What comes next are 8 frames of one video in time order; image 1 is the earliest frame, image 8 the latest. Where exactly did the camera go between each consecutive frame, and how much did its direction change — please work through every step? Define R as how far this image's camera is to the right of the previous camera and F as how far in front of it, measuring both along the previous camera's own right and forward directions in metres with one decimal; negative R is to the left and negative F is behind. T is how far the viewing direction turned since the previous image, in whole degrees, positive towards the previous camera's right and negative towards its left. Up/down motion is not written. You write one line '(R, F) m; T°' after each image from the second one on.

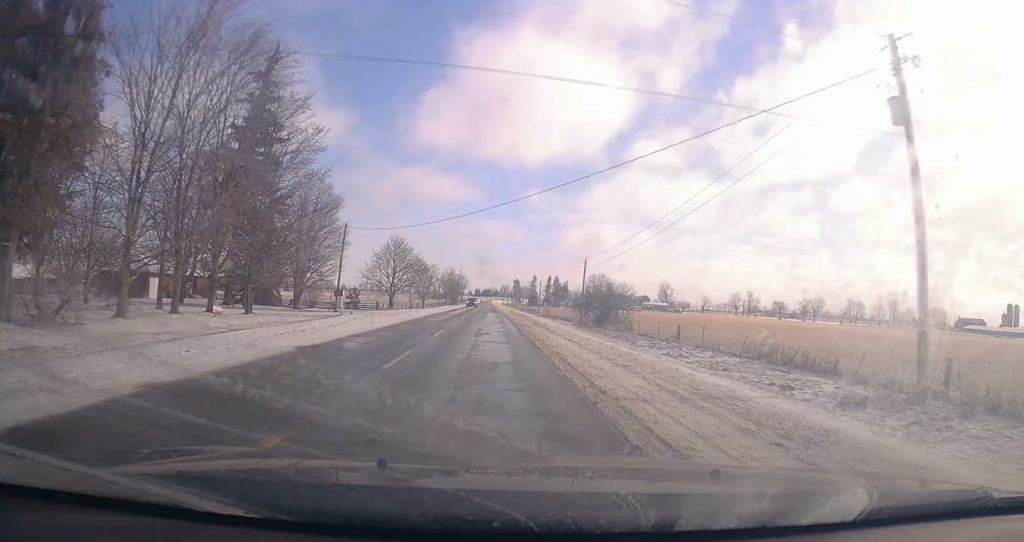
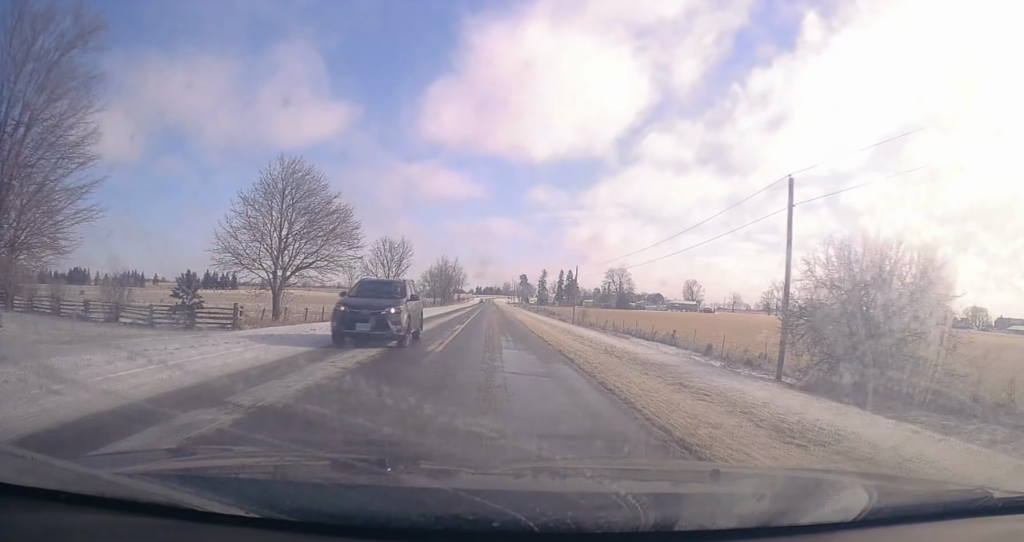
(+0.3, +46.0) m; +1°
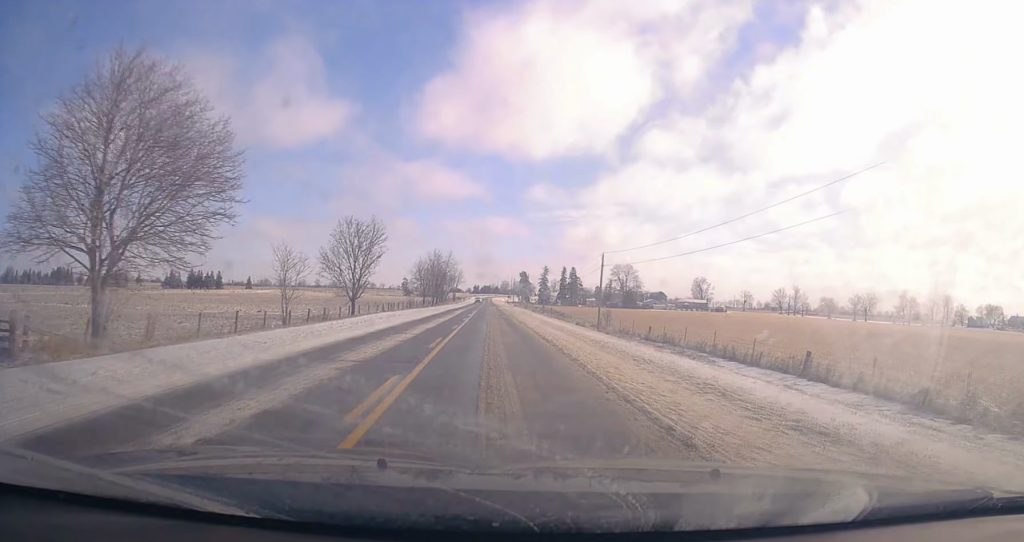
(-0.1, +17.8) m; 0°
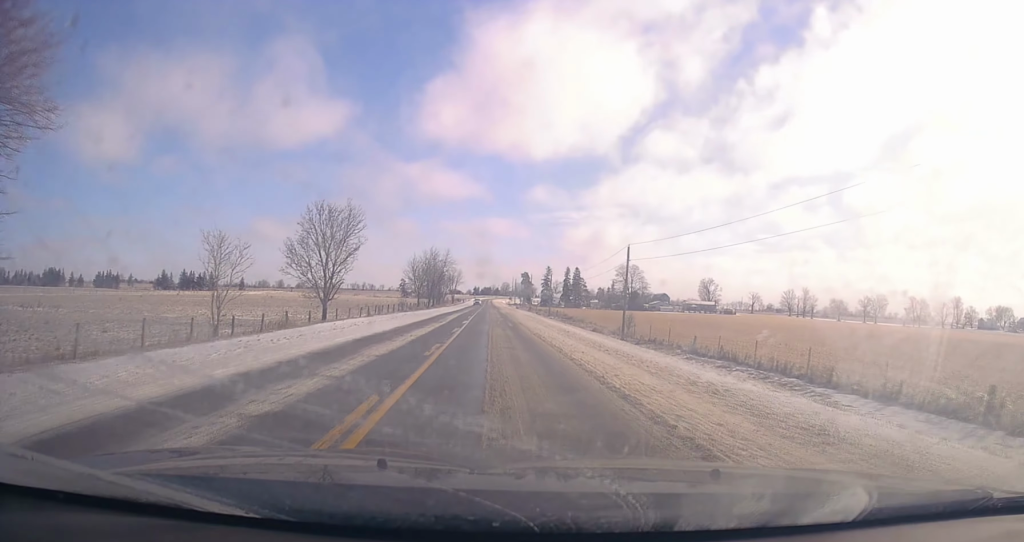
(+0.1, +10.8) m; 0°
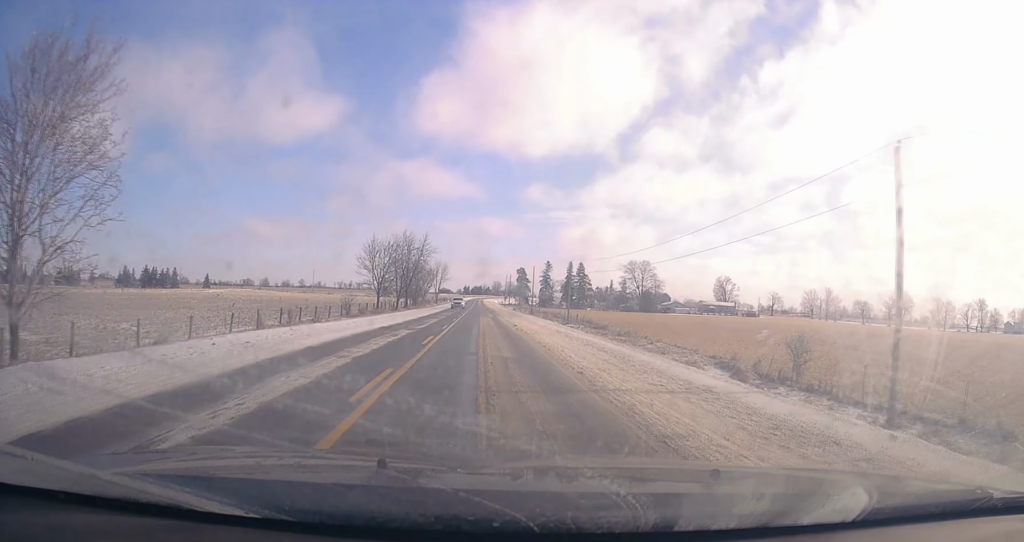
(0.0, +32.8) m; -1°
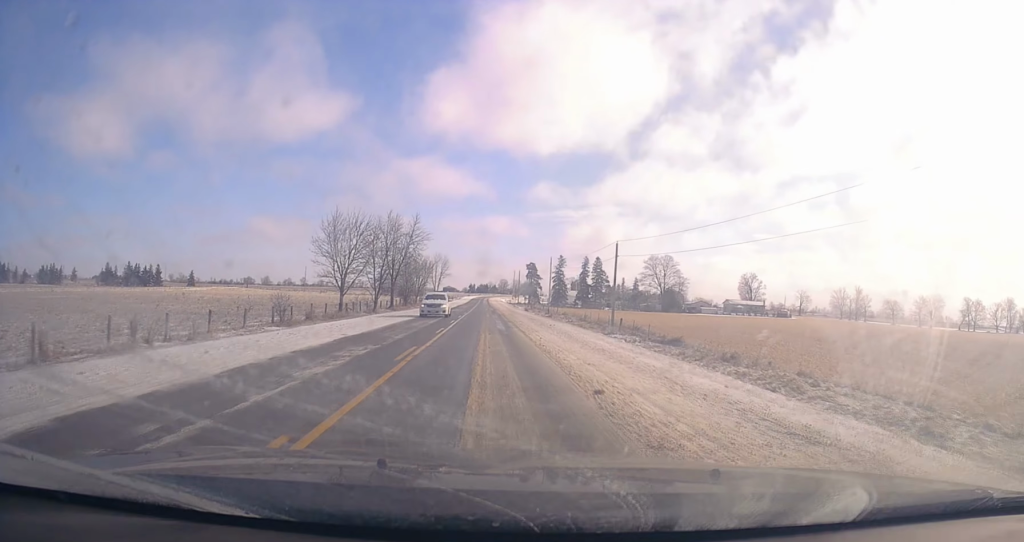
(-0.3, +22.2) m; 0°
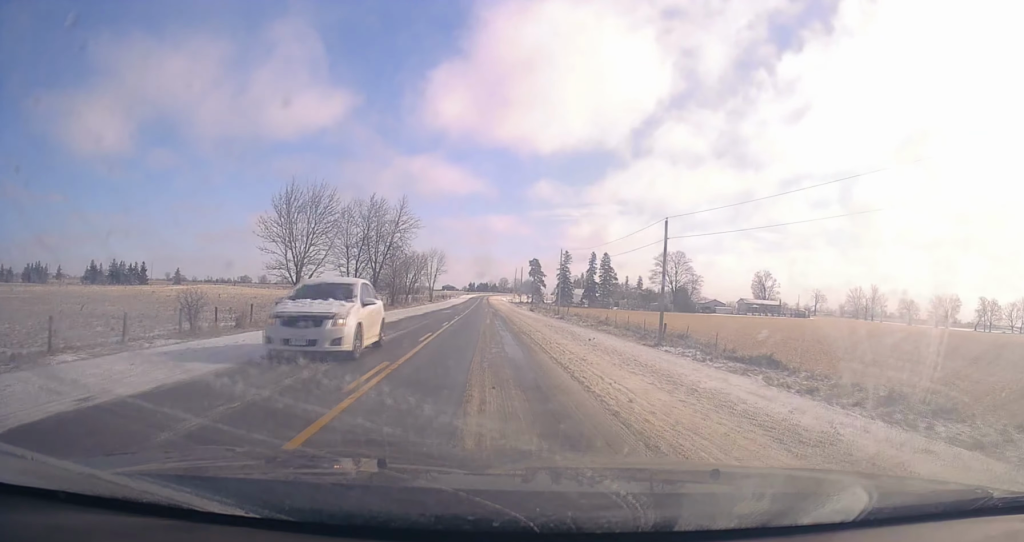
(+0.2, +13.4) m; 0°
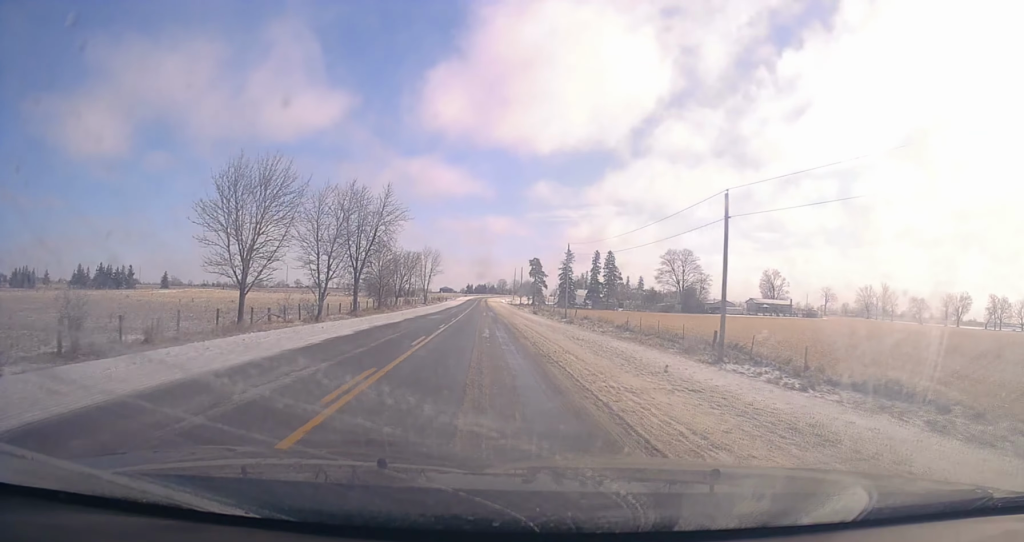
(+0.2, +9.7) m; 0°
